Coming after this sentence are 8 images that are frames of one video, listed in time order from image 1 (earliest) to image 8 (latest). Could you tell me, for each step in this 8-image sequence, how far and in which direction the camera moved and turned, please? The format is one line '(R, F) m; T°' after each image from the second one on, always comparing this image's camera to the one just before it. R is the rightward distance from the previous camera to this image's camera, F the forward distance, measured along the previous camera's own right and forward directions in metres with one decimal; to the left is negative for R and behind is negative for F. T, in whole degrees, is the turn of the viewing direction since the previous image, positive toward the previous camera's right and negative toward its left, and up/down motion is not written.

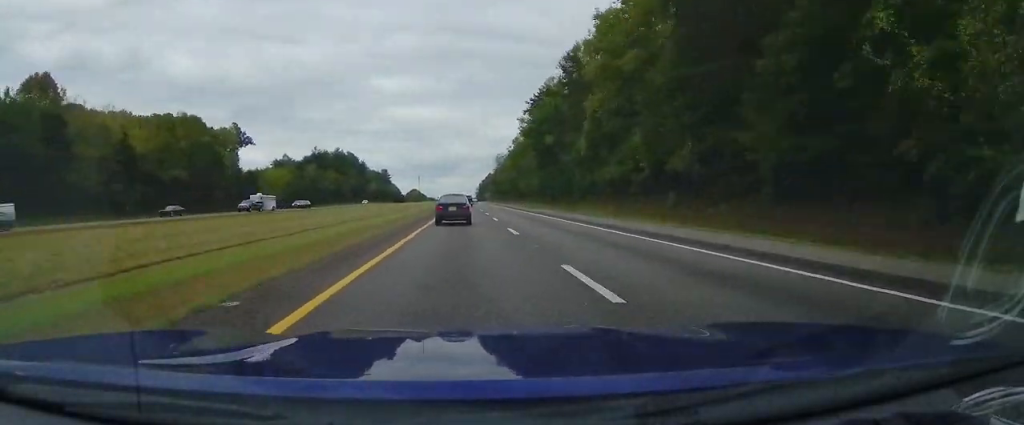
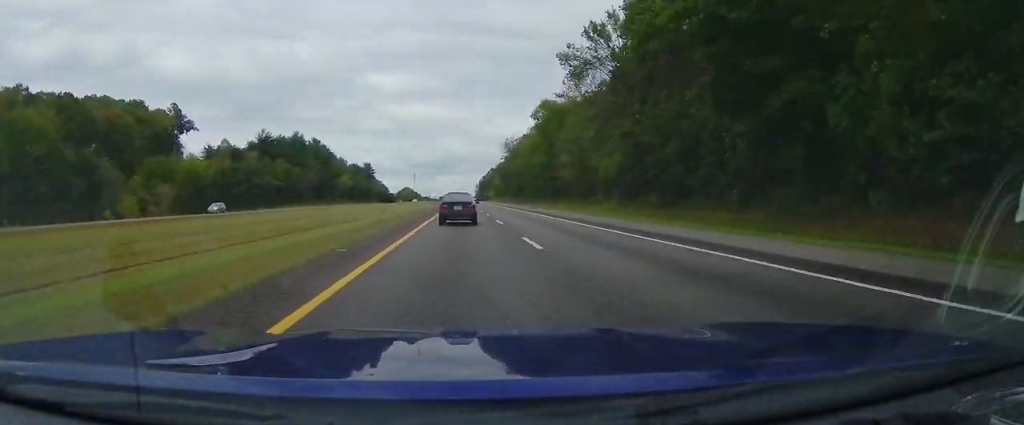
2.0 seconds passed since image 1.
(+0.1, +65.6) m; 0°
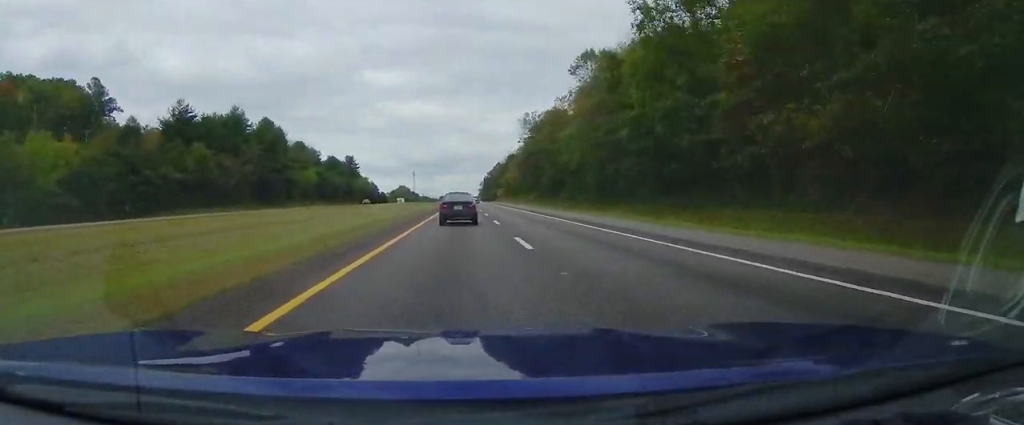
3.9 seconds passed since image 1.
(+0.1, +60.9) m; 0°
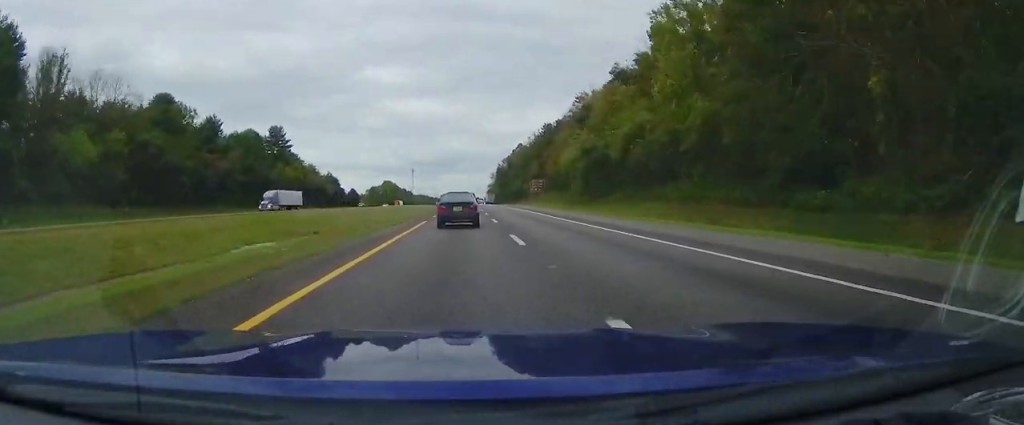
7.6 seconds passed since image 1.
(-0.1, +120.0) m; 0°
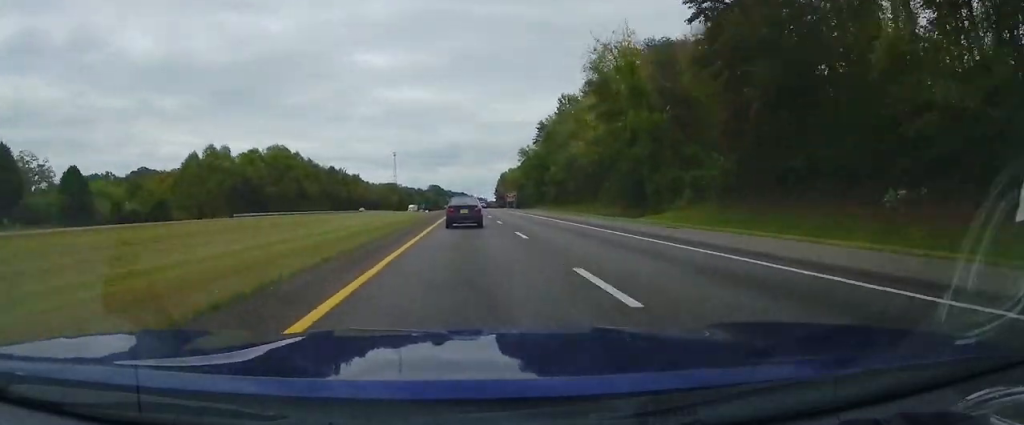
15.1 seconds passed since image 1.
(+0.1, +235.6) m; 0°
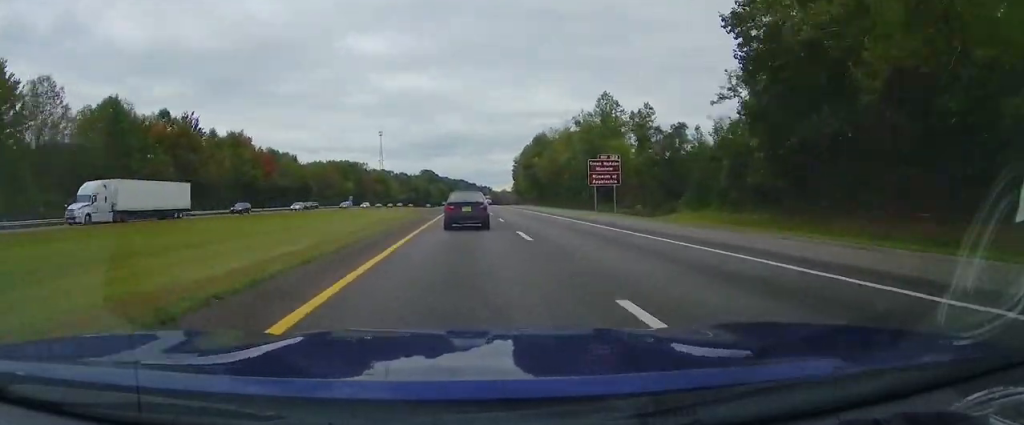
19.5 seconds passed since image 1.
(+0.2, +139.4) m; +1°
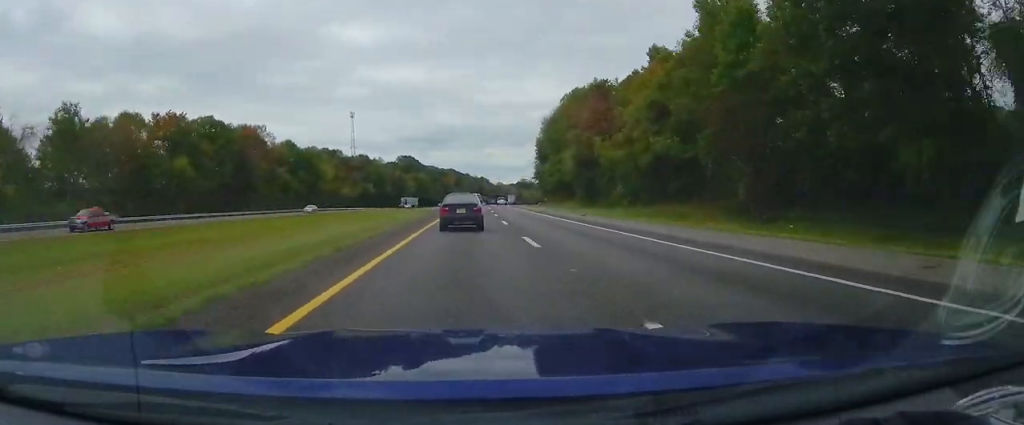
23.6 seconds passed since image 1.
(+1.8, +132.6) m; +3°
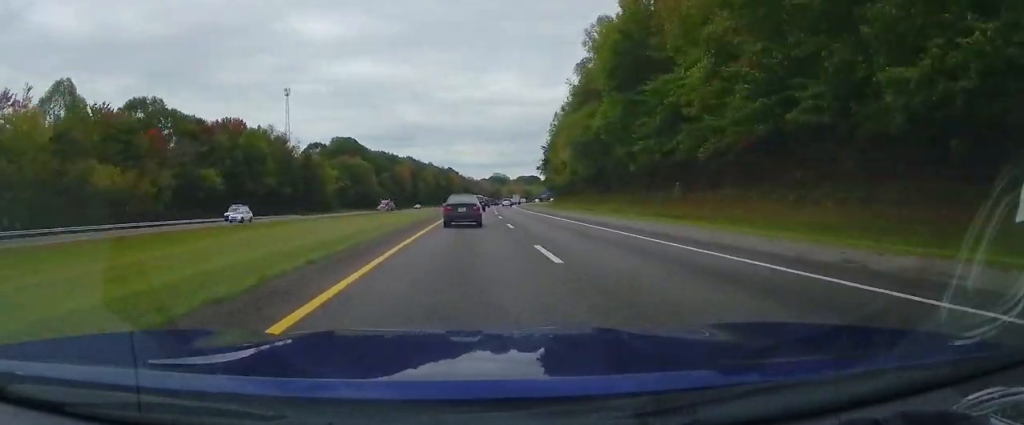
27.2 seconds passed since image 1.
(+3.6, +118.7) m; +4°
